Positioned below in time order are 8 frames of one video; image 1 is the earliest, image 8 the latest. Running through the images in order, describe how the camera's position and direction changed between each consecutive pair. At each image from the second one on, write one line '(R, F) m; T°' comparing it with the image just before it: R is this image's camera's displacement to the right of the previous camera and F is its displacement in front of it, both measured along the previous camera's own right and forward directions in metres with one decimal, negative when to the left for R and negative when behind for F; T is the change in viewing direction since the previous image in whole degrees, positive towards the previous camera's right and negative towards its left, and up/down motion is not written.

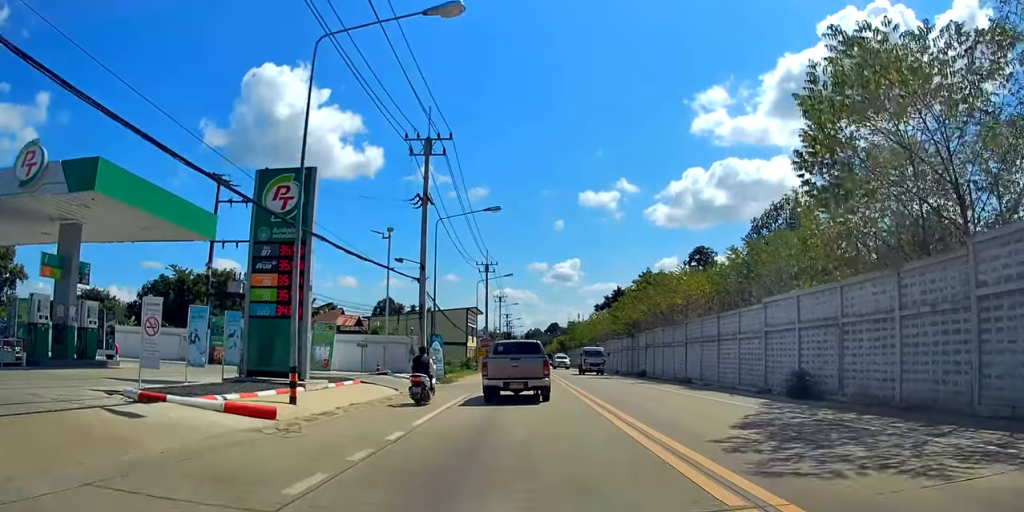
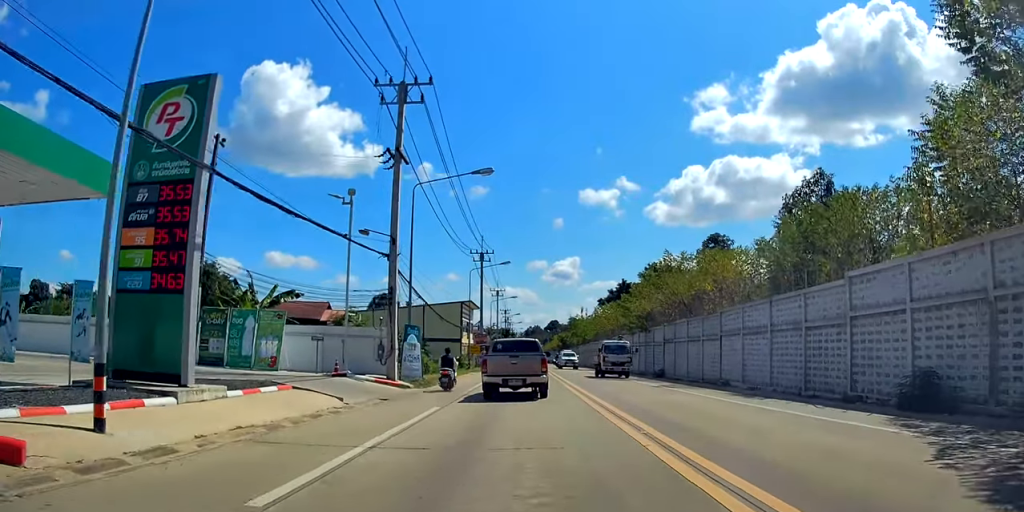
(-0.5, +6.7) m; -6°
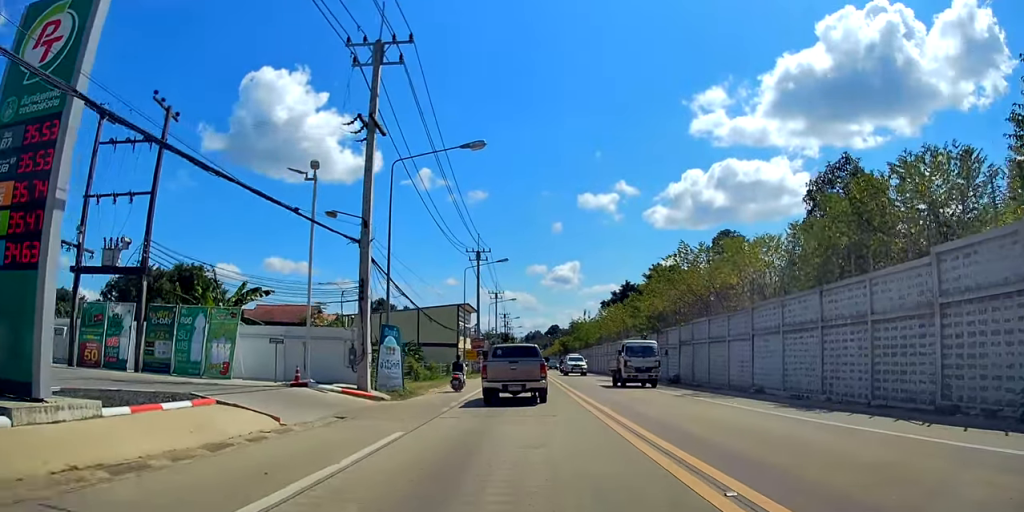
(-0.1, +4.5) m; -2°
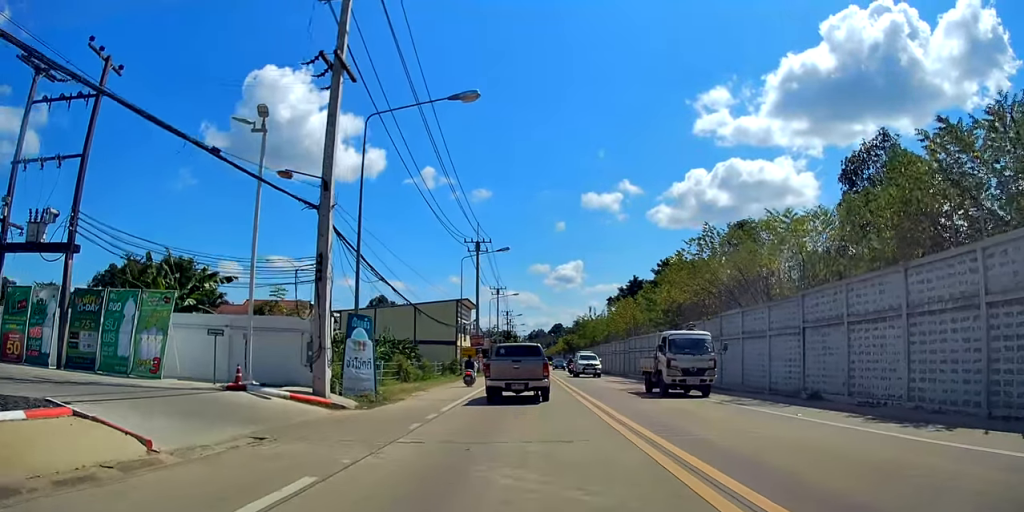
(-0.4, +4.6) m; +3°
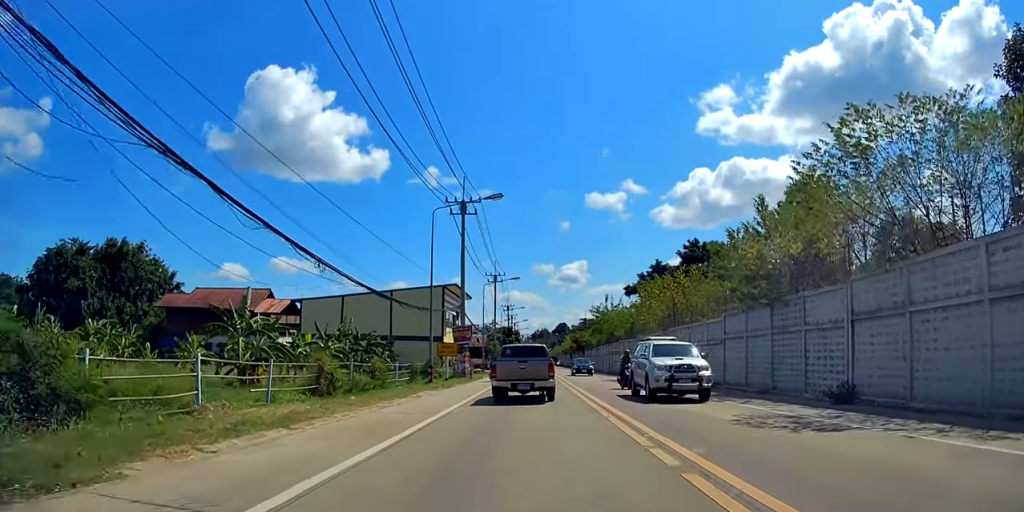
(+1.6, +15.4) m; +5°
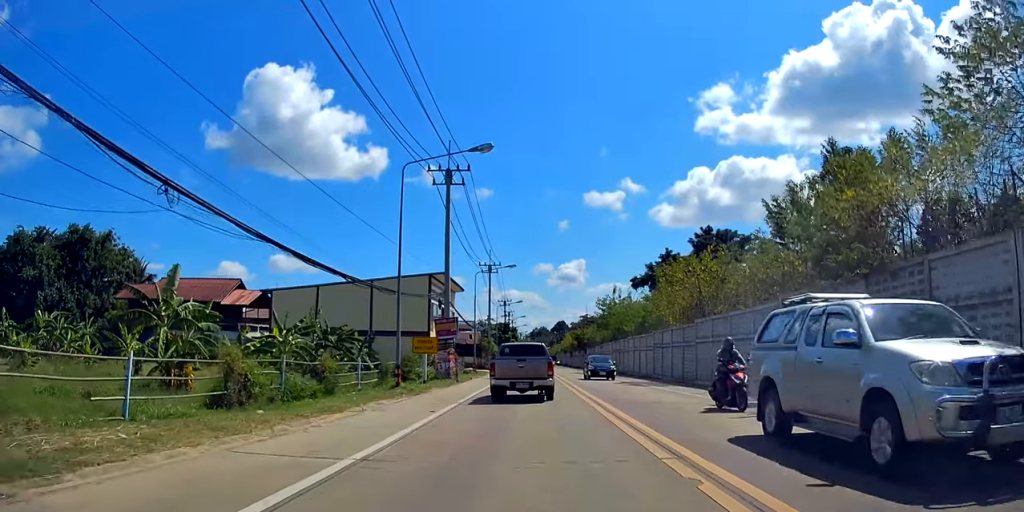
(-0.5, +7.0) m; -4°
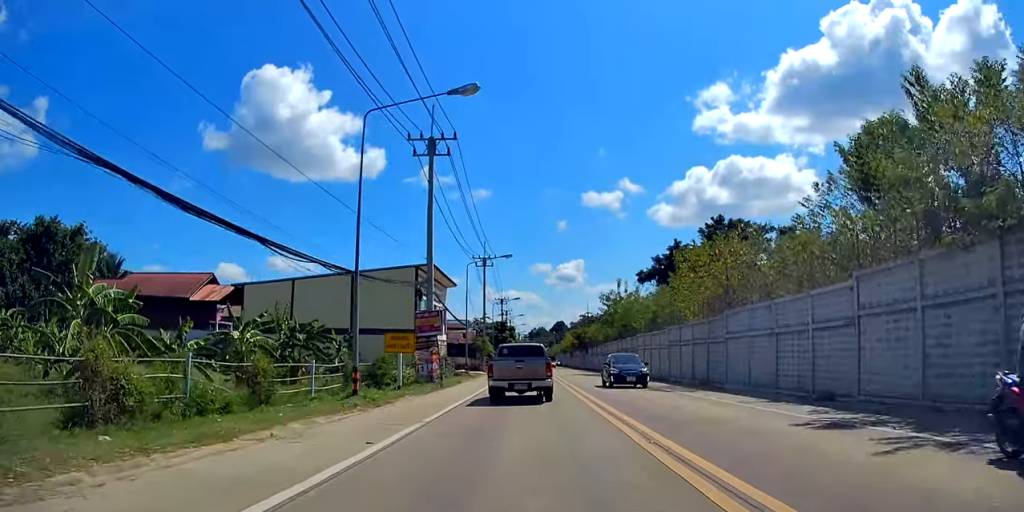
(0.0, +5.6) m; 0°
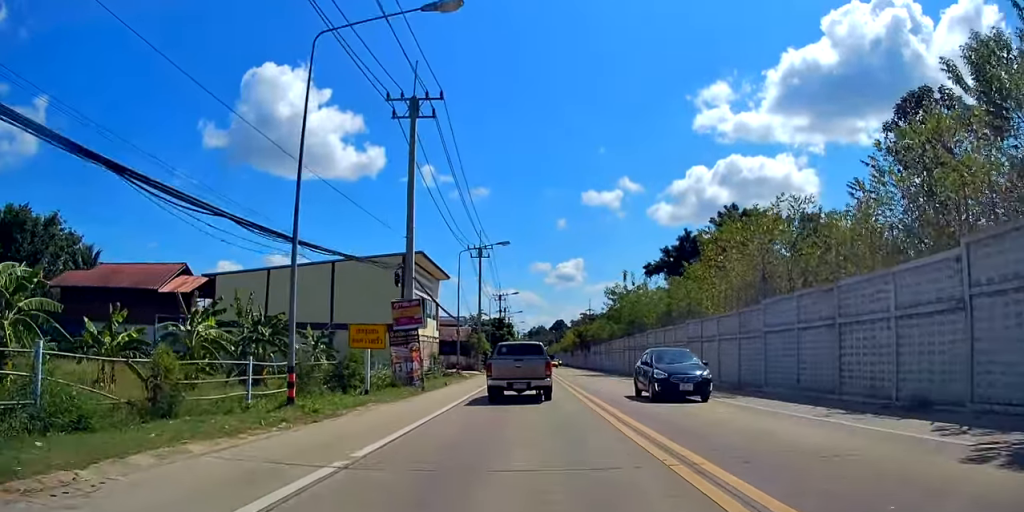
(0.0, +5.1) m; 0°
